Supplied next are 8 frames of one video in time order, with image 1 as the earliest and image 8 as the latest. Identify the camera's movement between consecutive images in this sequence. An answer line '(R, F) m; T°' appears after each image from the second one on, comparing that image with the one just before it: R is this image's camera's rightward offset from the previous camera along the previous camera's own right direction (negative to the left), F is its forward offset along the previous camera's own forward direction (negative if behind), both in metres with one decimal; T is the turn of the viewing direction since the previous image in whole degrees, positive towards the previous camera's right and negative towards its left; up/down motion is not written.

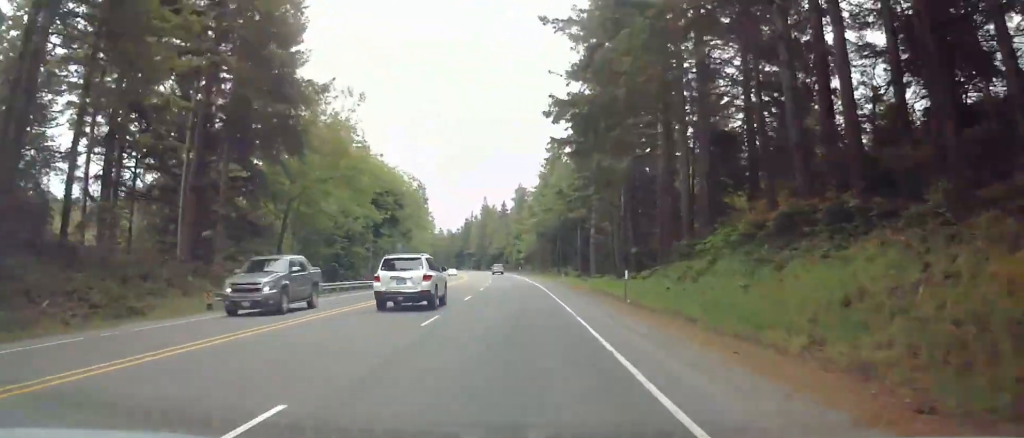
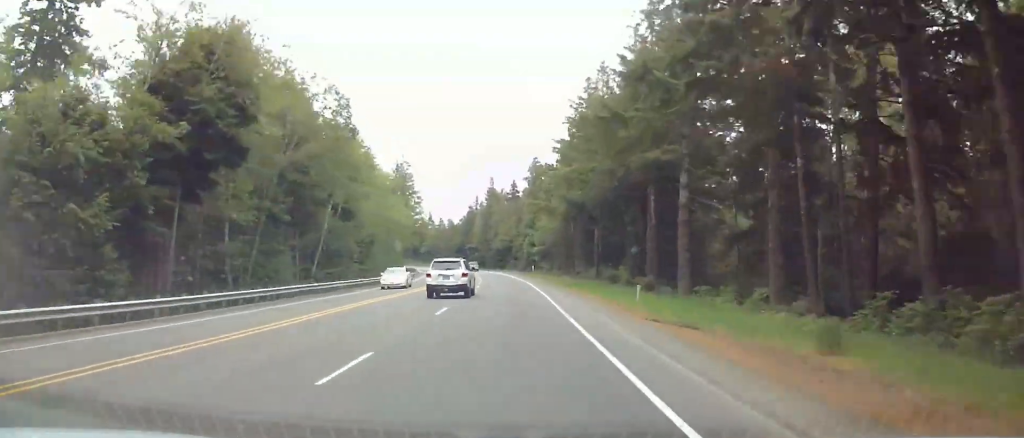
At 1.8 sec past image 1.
(-0.9, +44.3) m; -2°
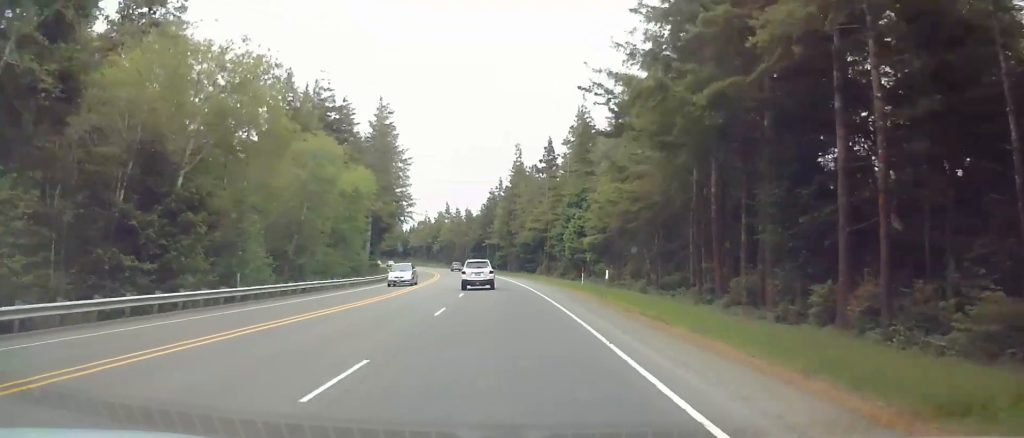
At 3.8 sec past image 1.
(-1.1, +49.5) m; -2°
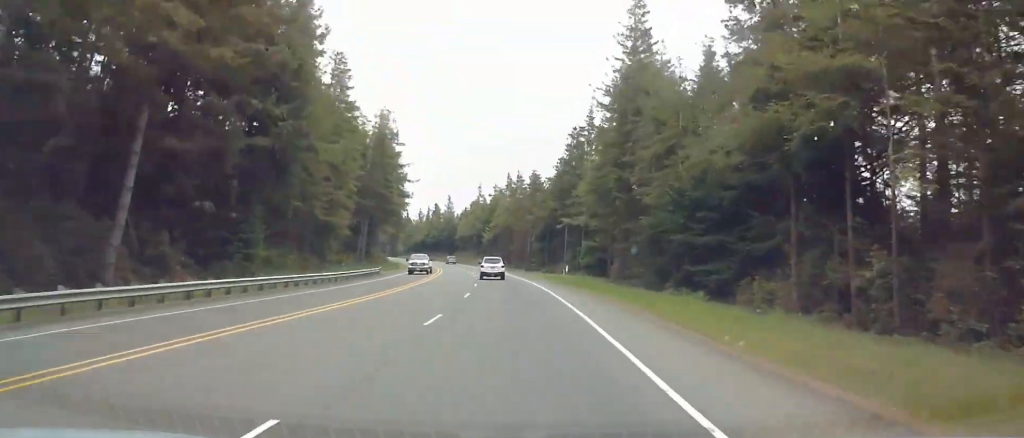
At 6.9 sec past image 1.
(-1.0, +76.4) m; -4°
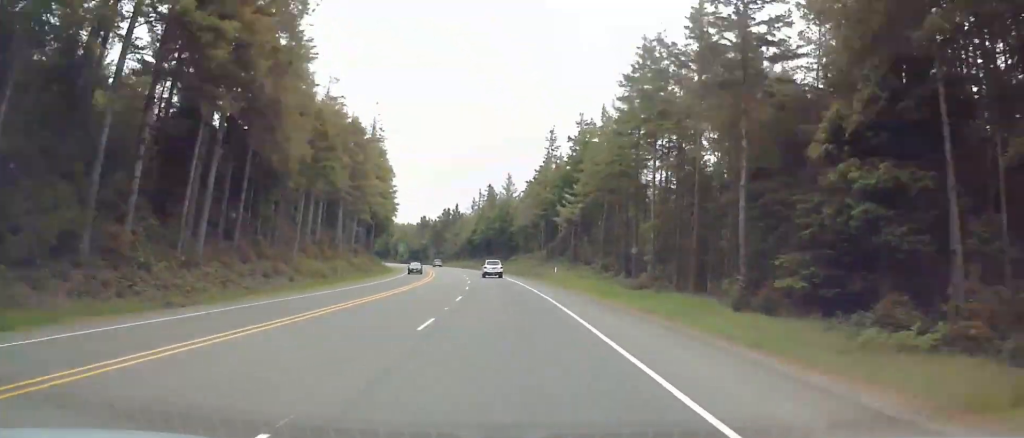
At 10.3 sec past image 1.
(-5.9, +85.3) m; -8°
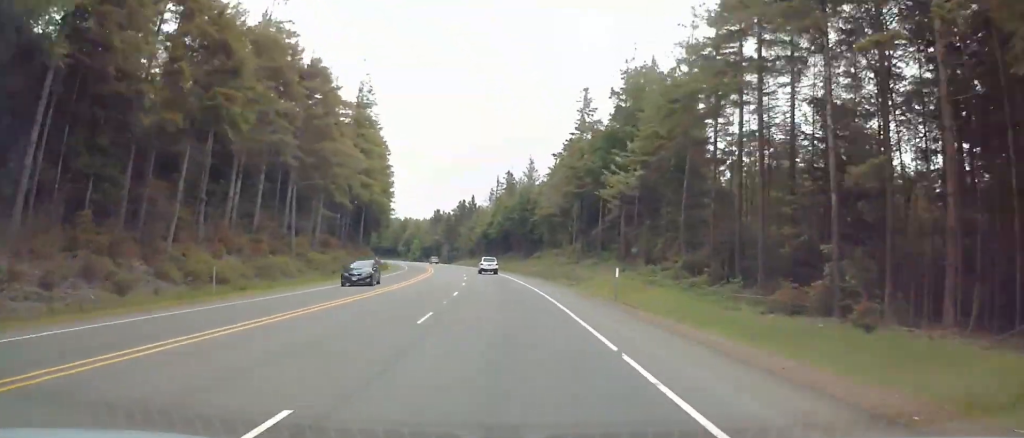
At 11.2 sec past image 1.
(-0.4, +23.4) m; -2°
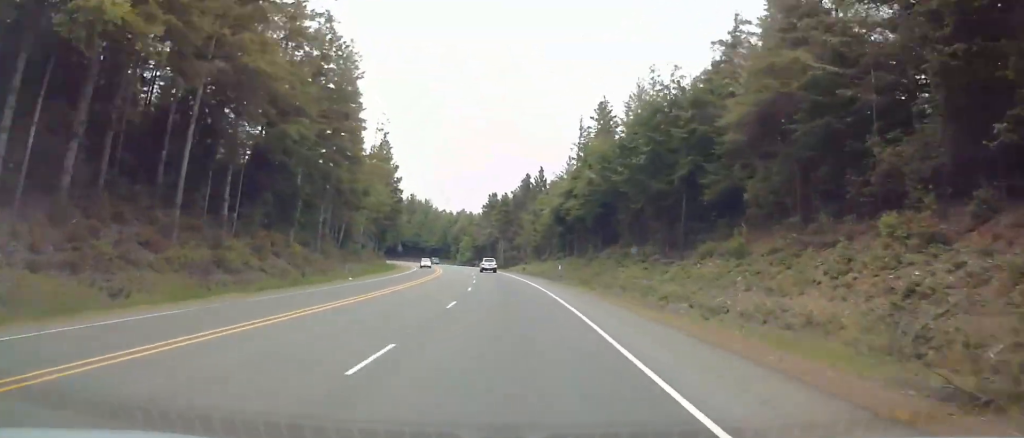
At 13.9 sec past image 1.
(-3.6, +67.9) m; -6°
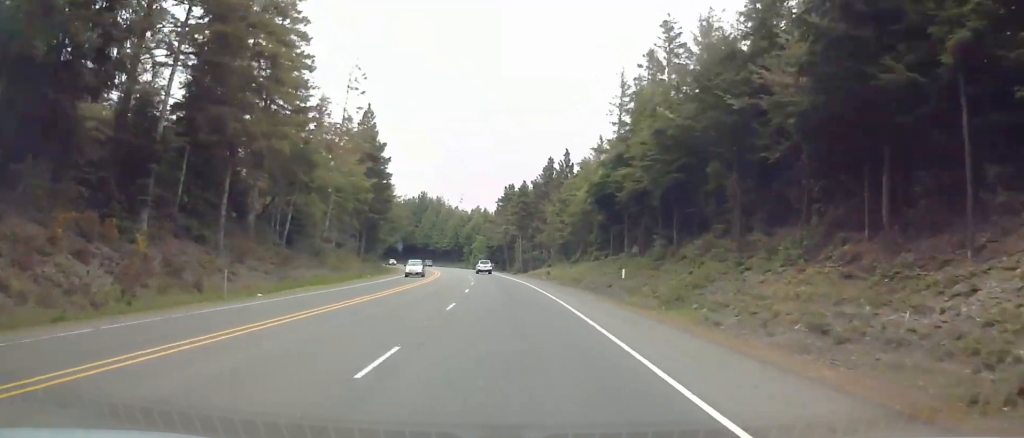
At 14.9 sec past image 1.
(+0.2, +24.7) m; -2°
